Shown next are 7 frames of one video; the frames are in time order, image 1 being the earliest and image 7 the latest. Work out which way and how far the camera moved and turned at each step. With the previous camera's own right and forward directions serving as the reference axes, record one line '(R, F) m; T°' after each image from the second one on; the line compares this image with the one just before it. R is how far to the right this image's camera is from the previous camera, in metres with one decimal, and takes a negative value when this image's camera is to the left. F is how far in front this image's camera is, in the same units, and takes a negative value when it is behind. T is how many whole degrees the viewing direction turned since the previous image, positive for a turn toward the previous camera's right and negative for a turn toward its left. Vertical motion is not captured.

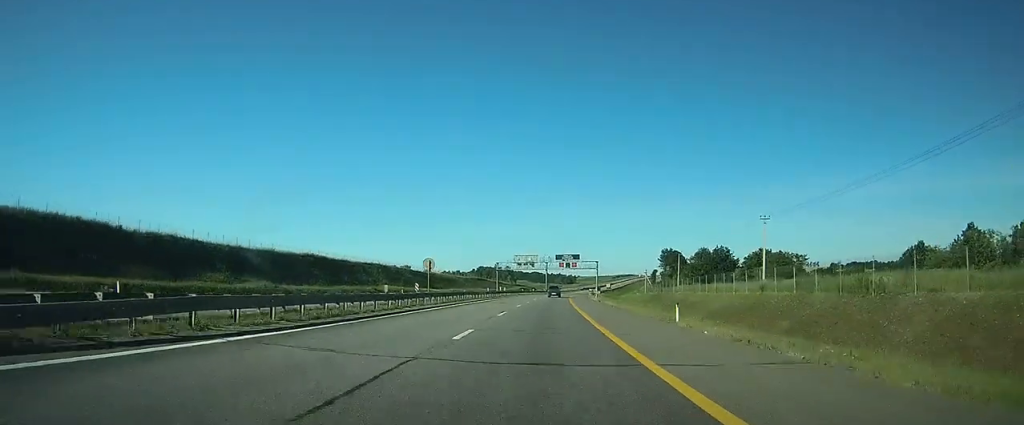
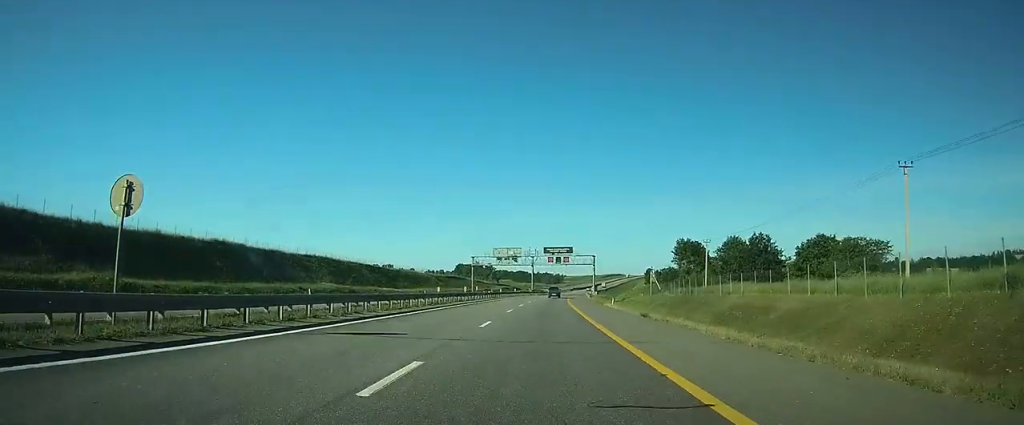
(+0.4, +31.3) m; +1°
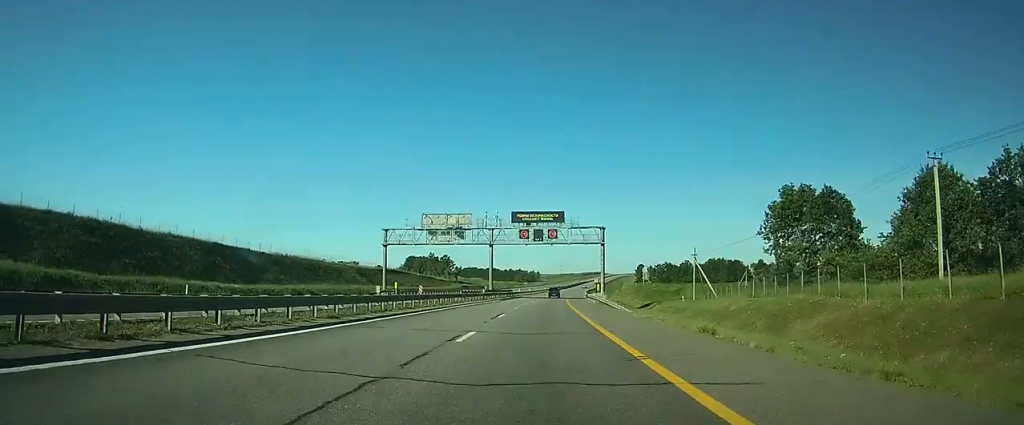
(+1.5, +65.0) m; +3°
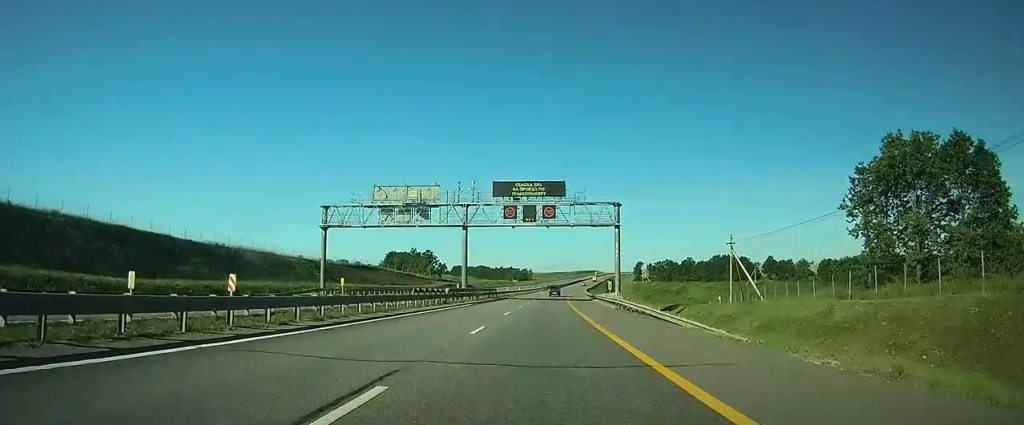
(+0.2, +21.5) m; +1°
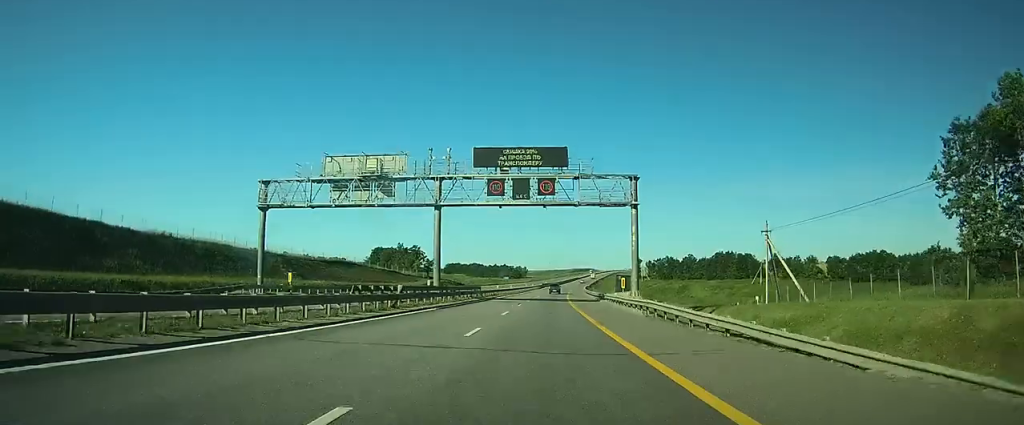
(+0.1, +13.3) m; 0°
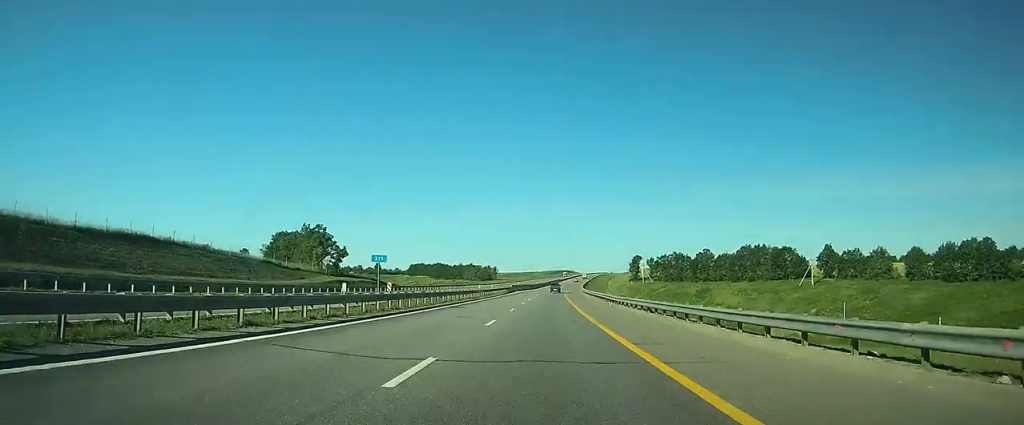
(+1.2, +67.9) m; +2°
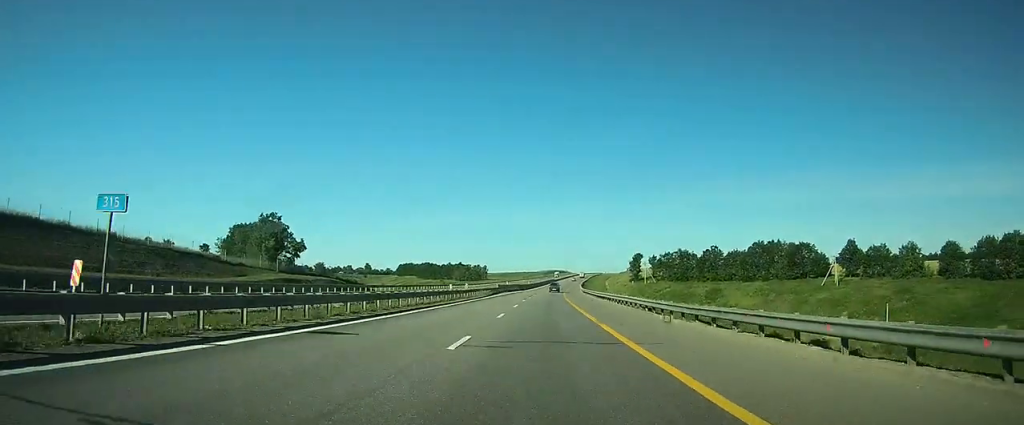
(+0.1, +19.6) m; +1°
